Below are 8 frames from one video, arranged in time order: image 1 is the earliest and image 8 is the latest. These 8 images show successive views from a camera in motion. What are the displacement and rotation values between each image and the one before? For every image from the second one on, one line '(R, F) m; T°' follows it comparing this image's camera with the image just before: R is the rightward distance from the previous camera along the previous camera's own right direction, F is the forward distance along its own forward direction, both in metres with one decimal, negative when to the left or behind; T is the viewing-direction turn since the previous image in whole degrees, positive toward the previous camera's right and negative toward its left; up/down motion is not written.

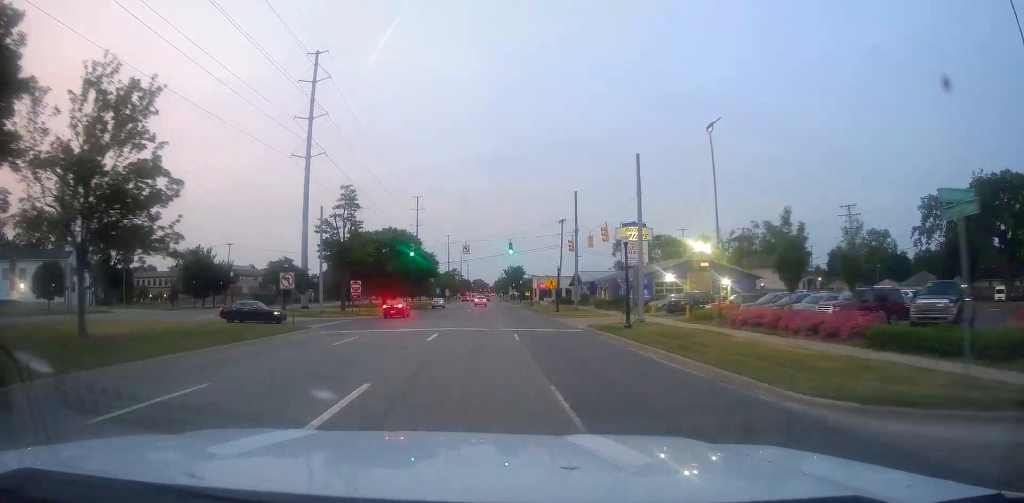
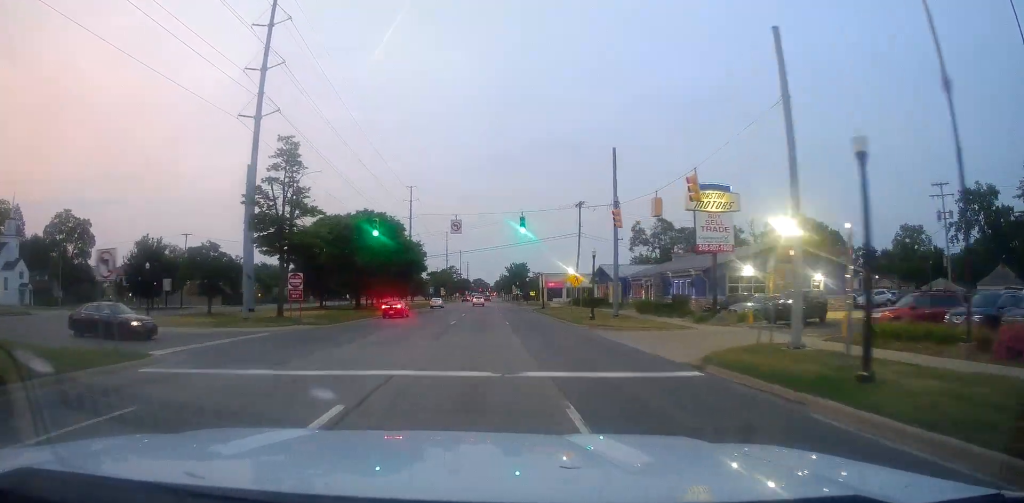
(-0.2, +16.9) m; 0°
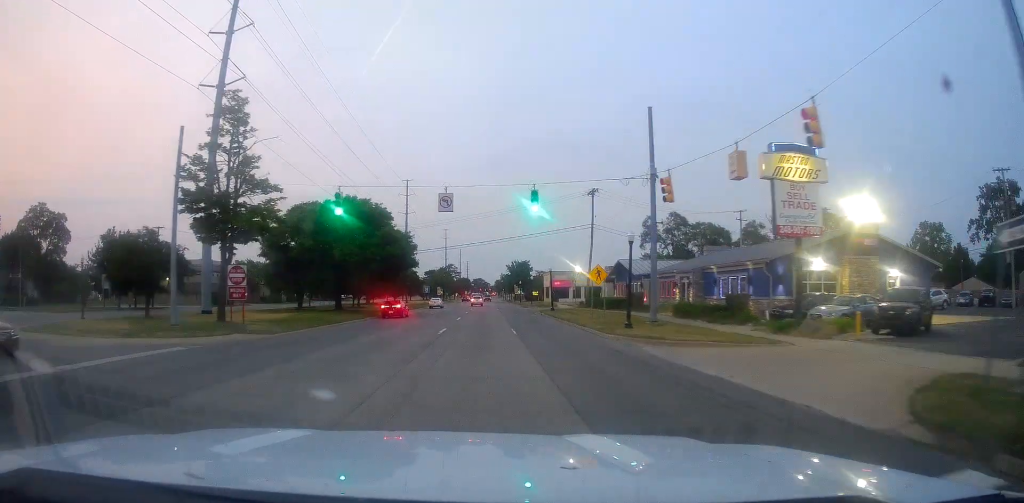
(+0.1, +8.8) m; 0°
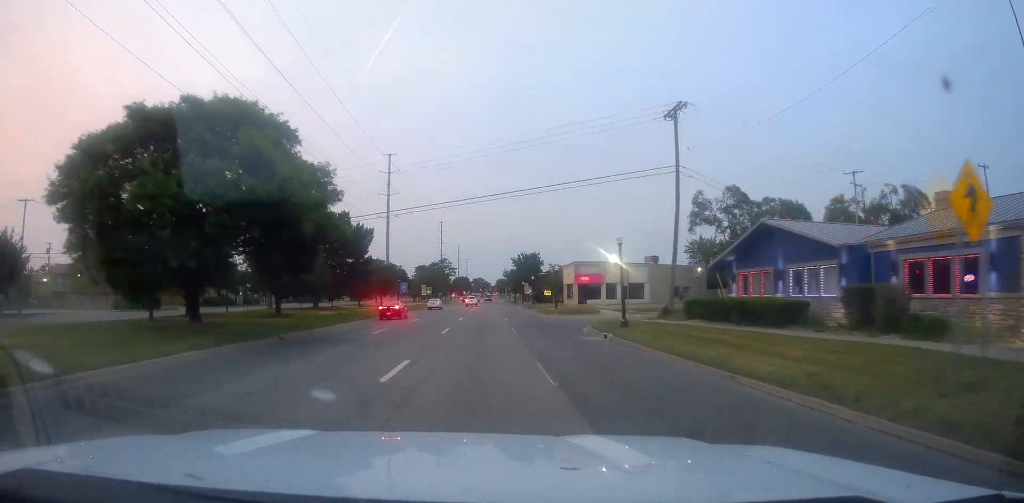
(+0.2, +29.5) m; +1°
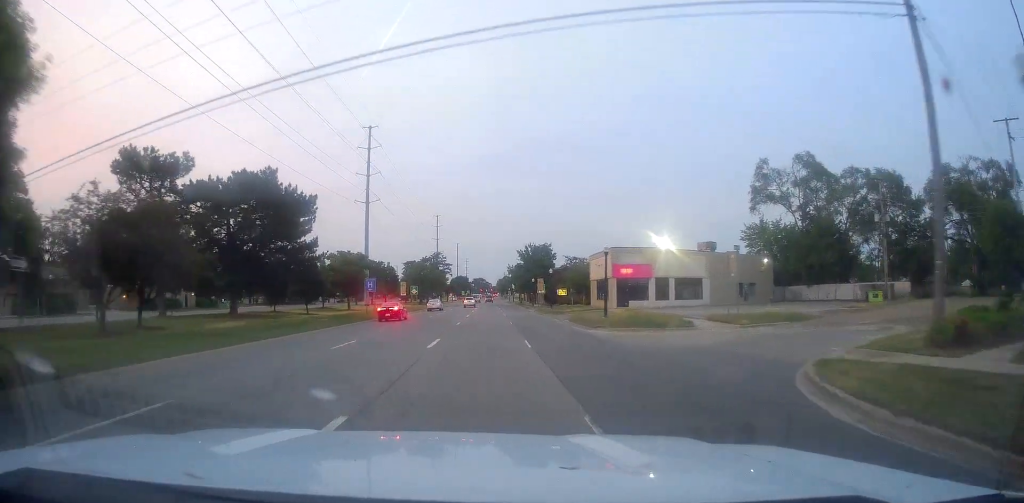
(+0.1, +22.5) m; +1°
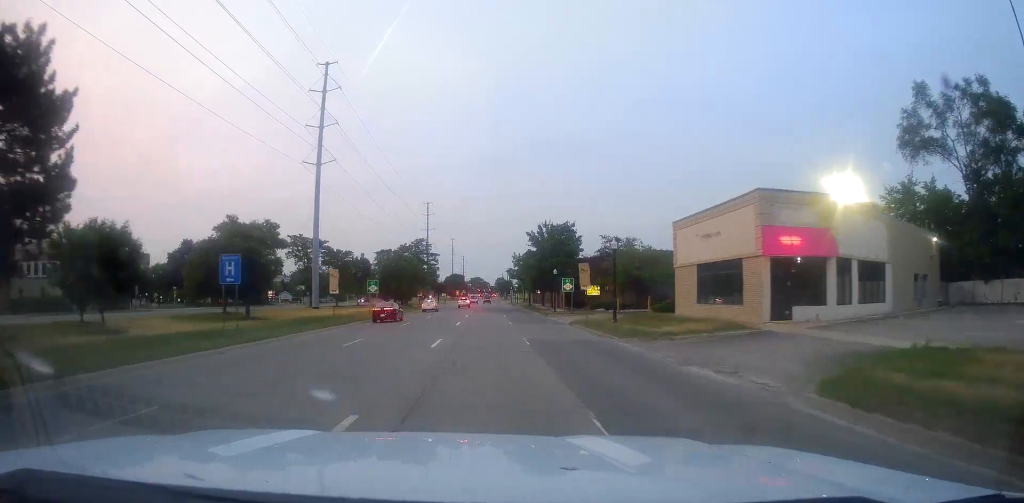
(+0.1, +30.3) m; -1°
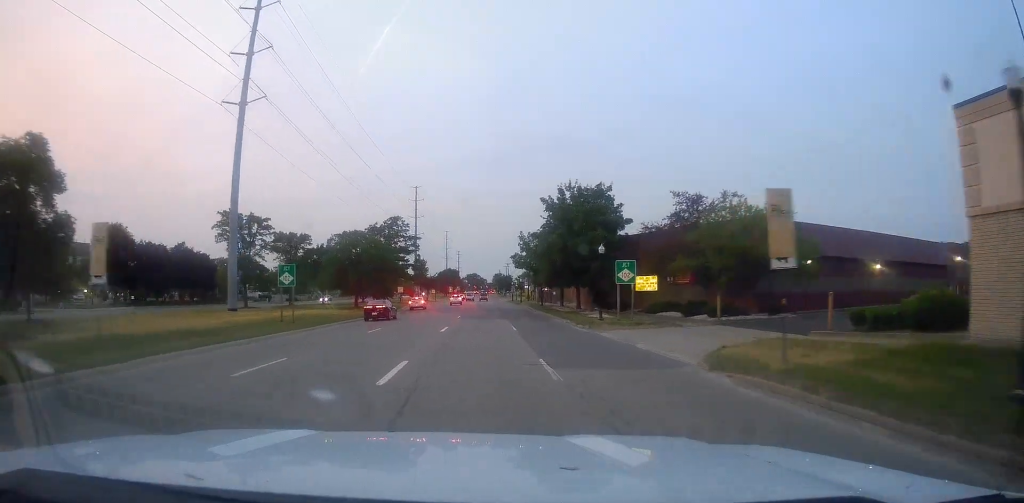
(-0.5, +24.5) m; 0°
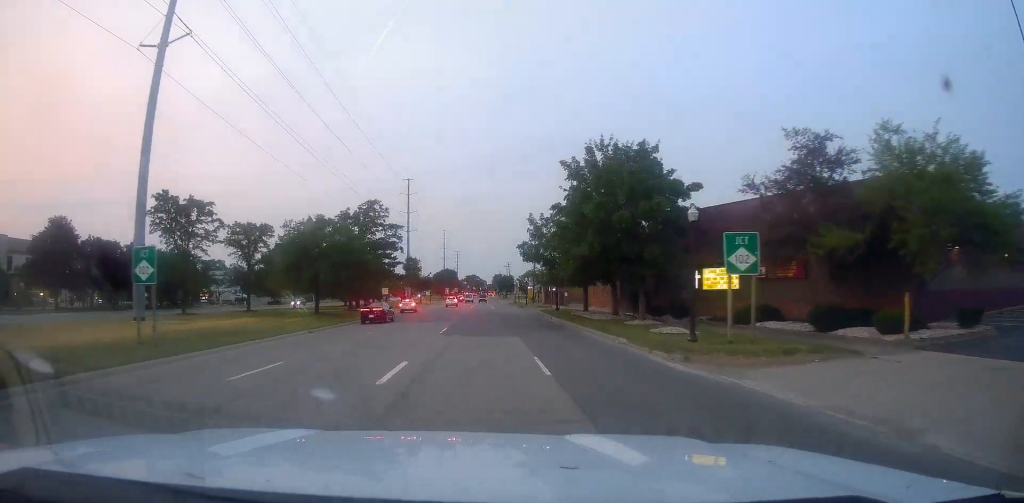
(0.0, +15.0) m; +1°
